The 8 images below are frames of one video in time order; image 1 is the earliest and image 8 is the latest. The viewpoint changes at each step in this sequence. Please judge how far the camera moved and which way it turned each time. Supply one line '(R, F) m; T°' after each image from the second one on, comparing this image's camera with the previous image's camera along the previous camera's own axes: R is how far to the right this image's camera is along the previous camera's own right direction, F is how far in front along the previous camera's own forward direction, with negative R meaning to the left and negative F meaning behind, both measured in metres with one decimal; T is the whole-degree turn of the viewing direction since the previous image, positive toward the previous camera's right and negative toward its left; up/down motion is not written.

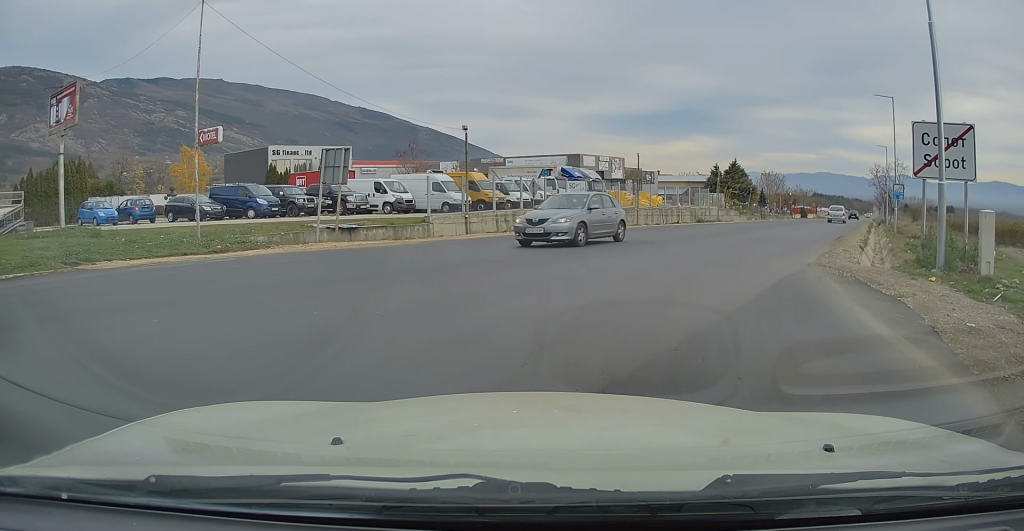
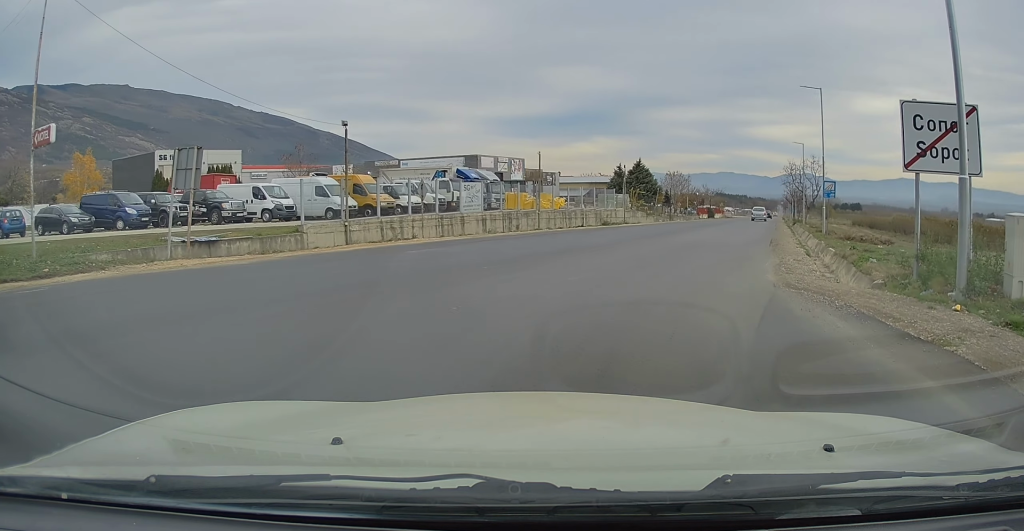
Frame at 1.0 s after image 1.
(+0.3, +3.4) m; +7°
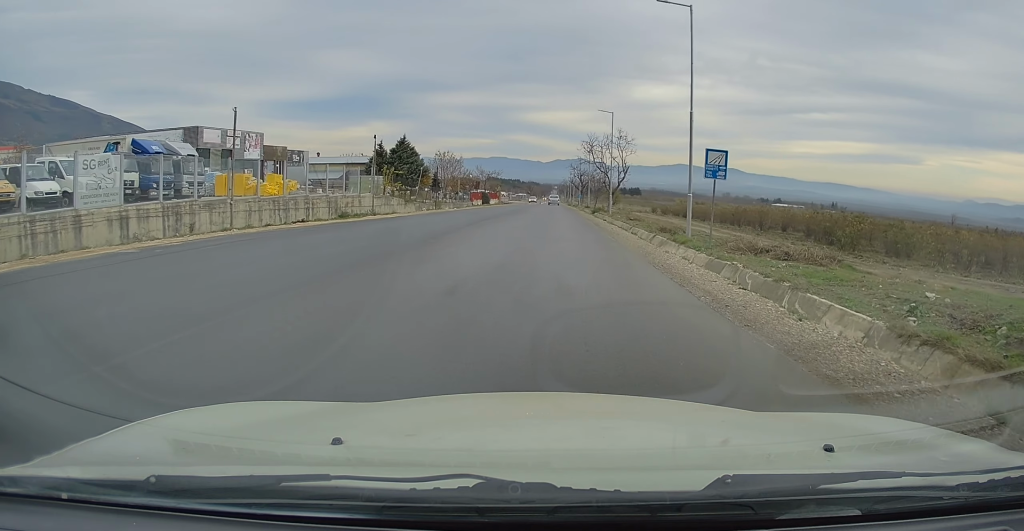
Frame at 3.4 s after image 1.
(+1.3, +14.4) m; +12°
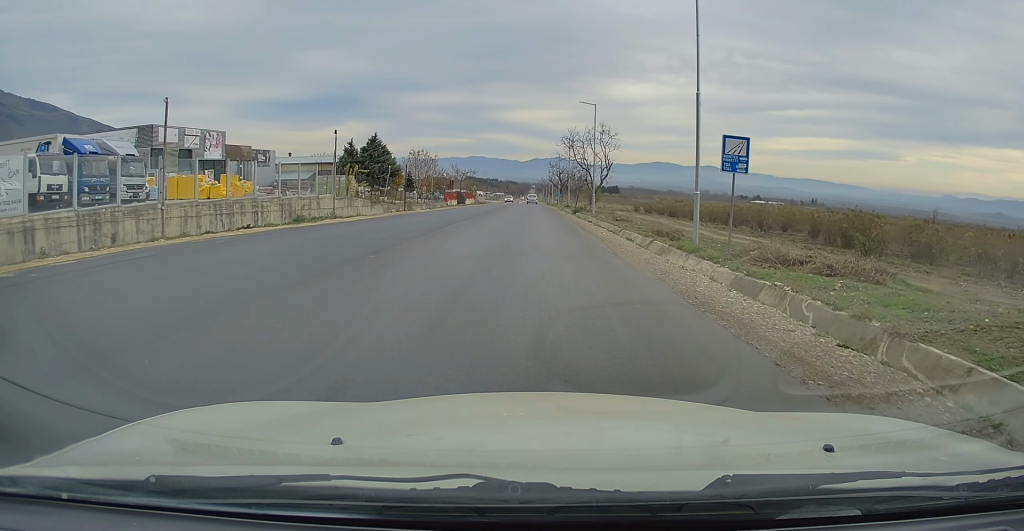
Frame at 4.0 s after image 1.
(+0.2, +4.0) m; +1°
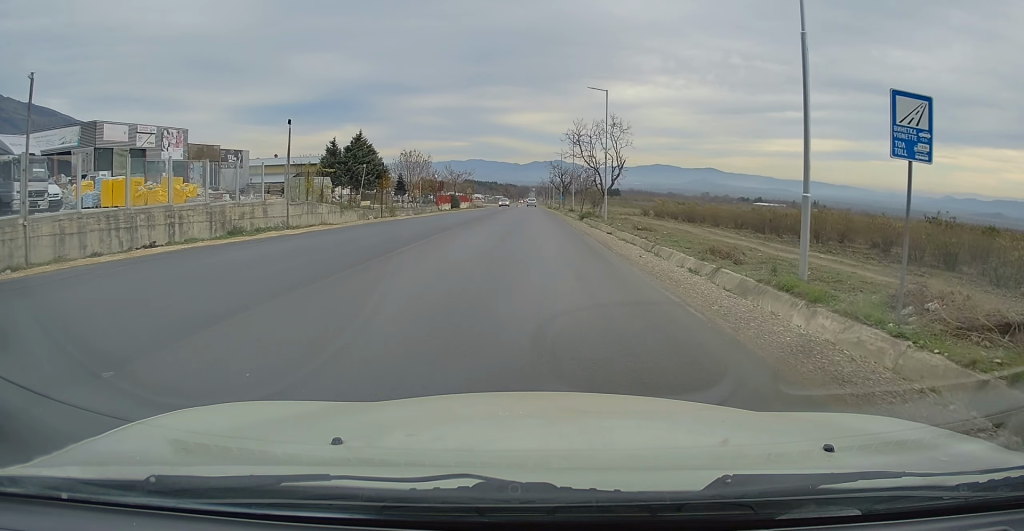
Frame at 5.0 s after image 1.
(+0.1, +7.8) m; +1°
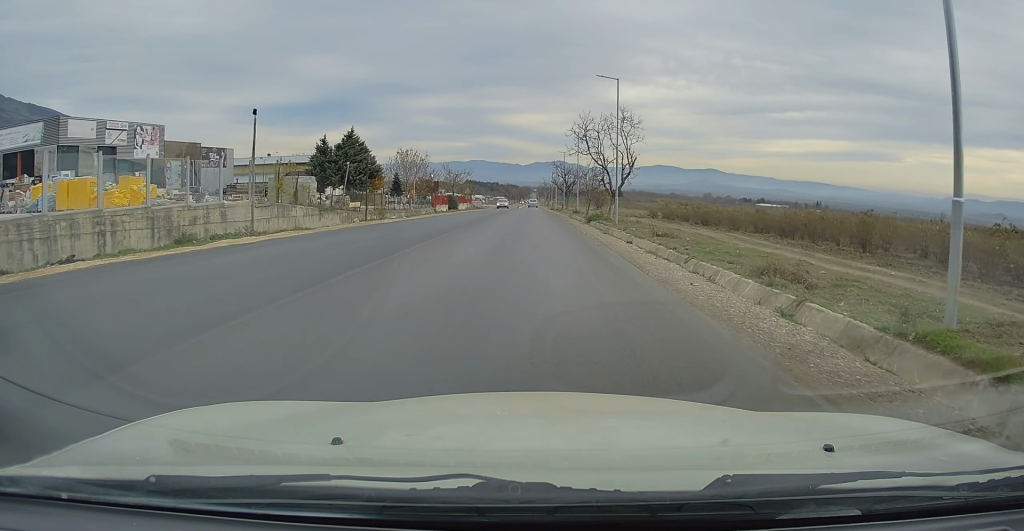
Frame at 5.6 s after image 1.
(-0.1, +4.3) m; 0°
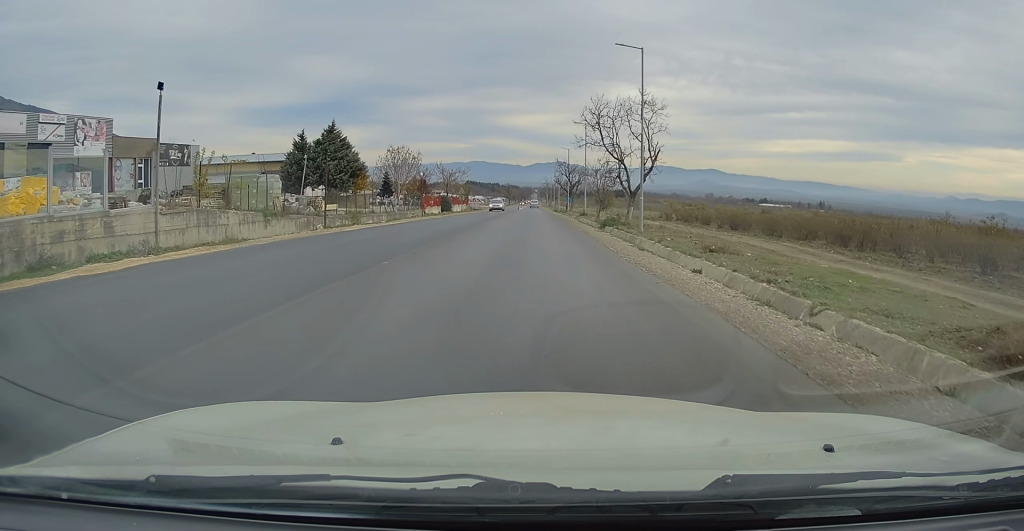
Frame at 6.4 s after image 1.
(+0.2, +7.9) m; 0°
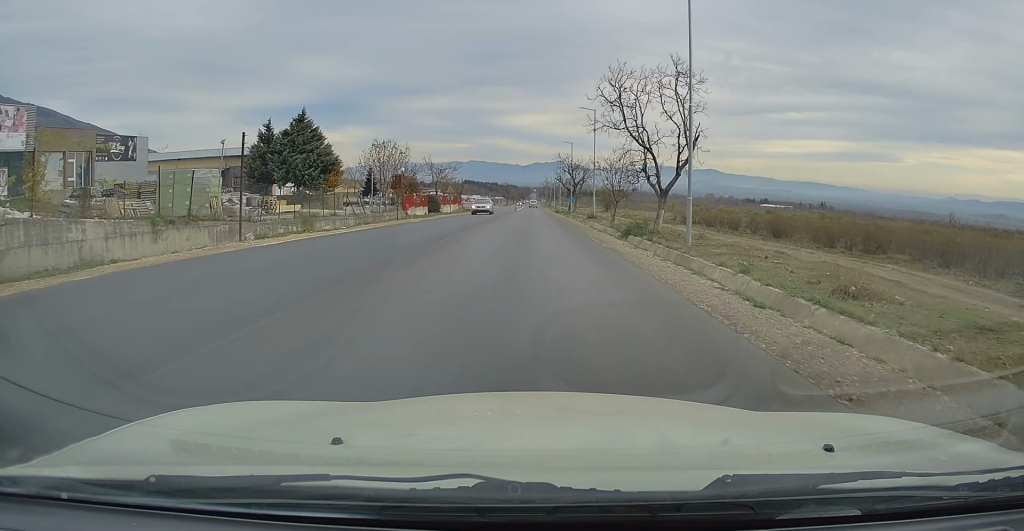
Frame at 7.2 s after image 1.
(-0.2, +8.9) m; 0°
